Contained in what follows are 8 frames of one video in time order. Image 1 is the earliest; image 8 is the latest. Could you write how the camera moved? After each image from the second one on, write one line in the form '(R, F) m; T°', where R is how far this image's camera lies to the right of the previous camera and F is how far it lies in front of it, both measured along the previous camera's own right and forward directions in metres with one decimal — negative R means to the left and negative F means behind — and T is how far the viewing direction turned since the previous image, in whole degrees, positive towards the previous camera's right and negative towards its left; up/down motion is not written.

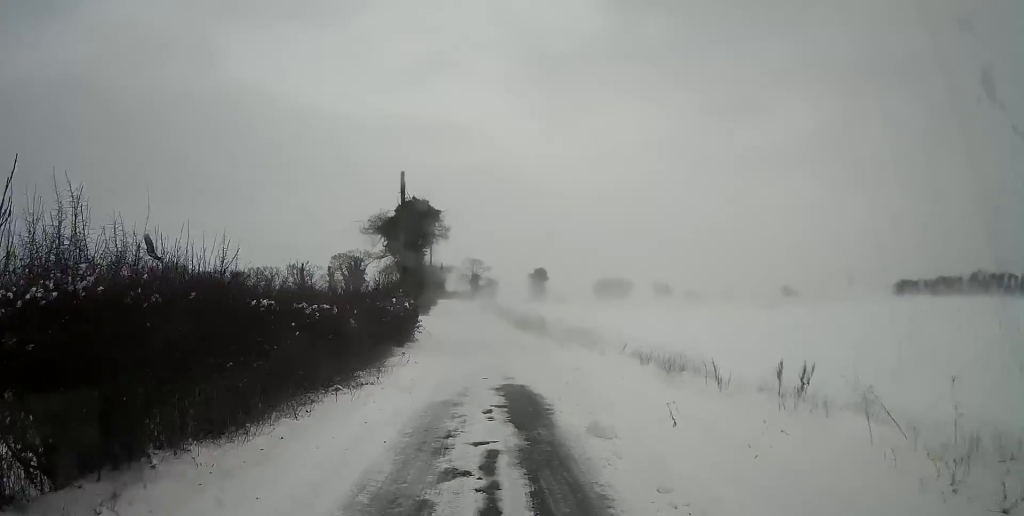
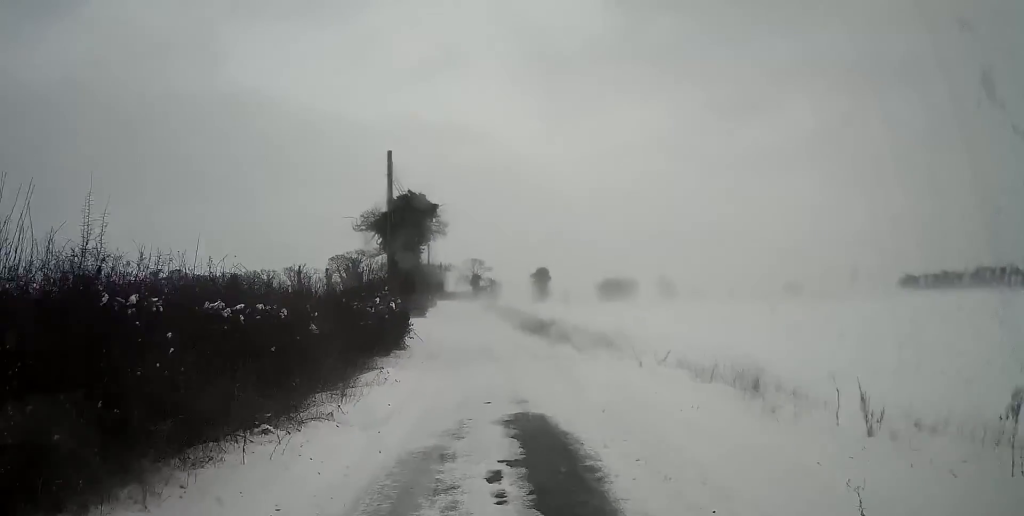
(0.0, +4.8) m; 0°
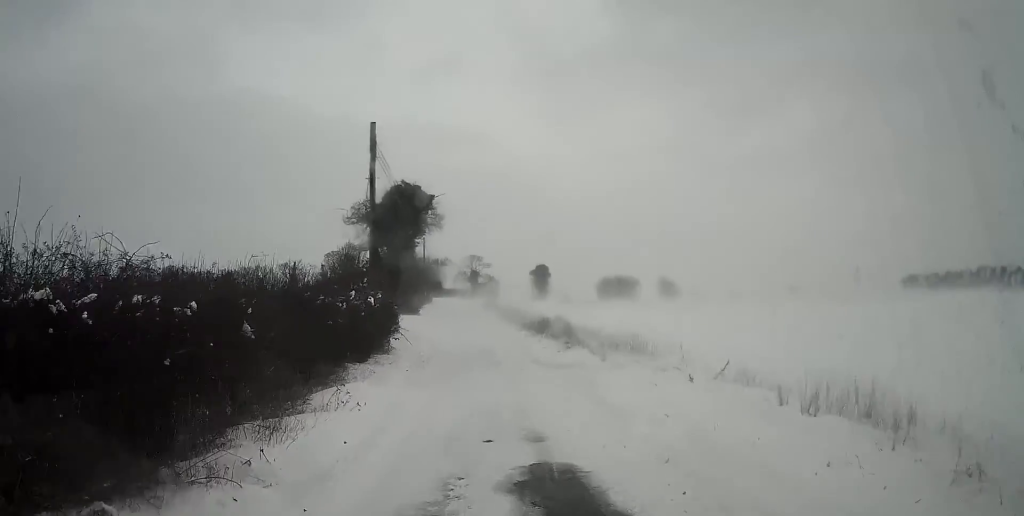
(0.0, +4.2) m; 0°
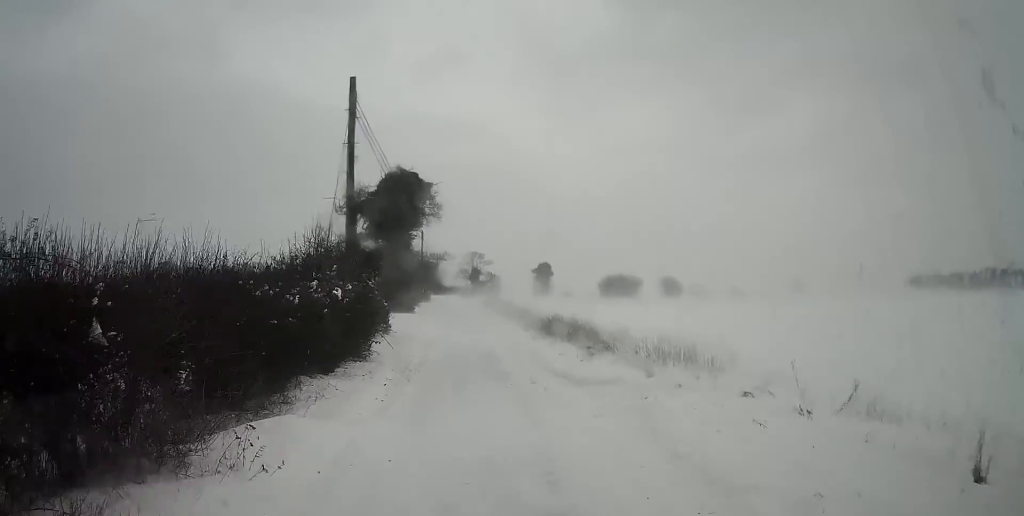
(0.0, +4.2) m; 0°
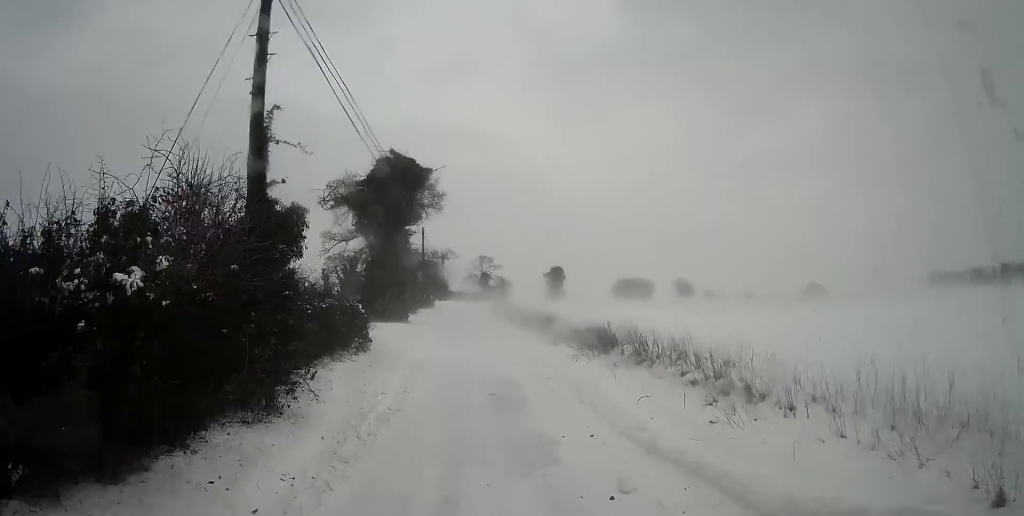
(-0.1, +8.9) m; -1°
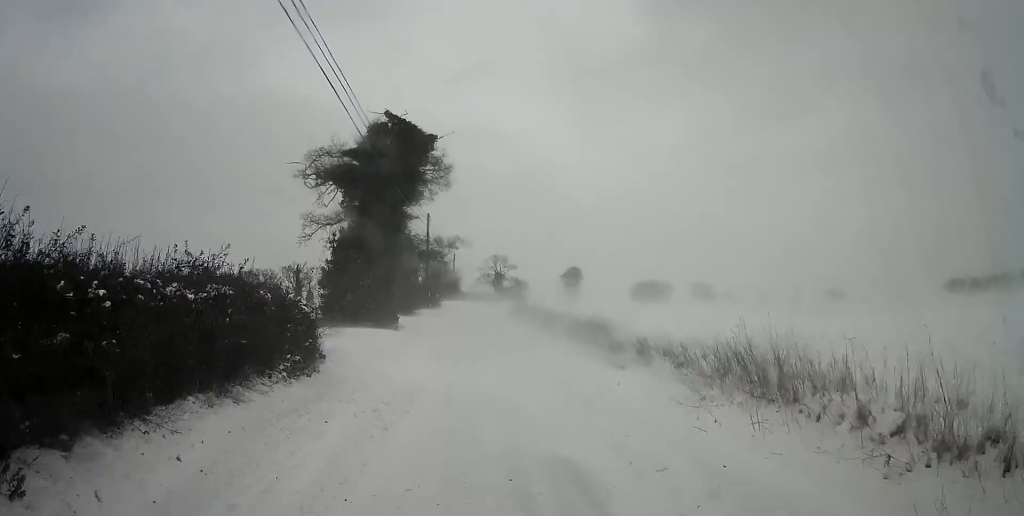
(-0.1, +9.4) m; -1°
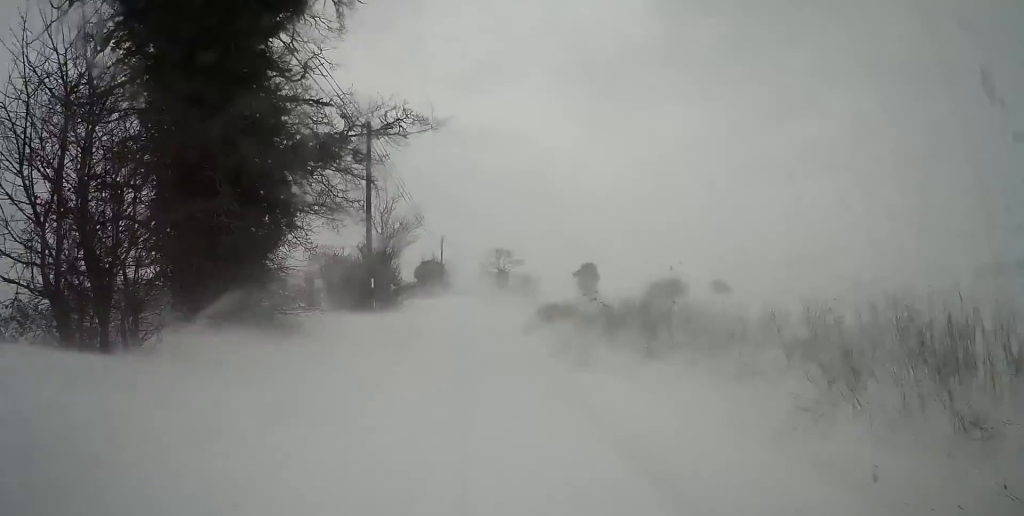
(+0.2, +25.9) m; 0°
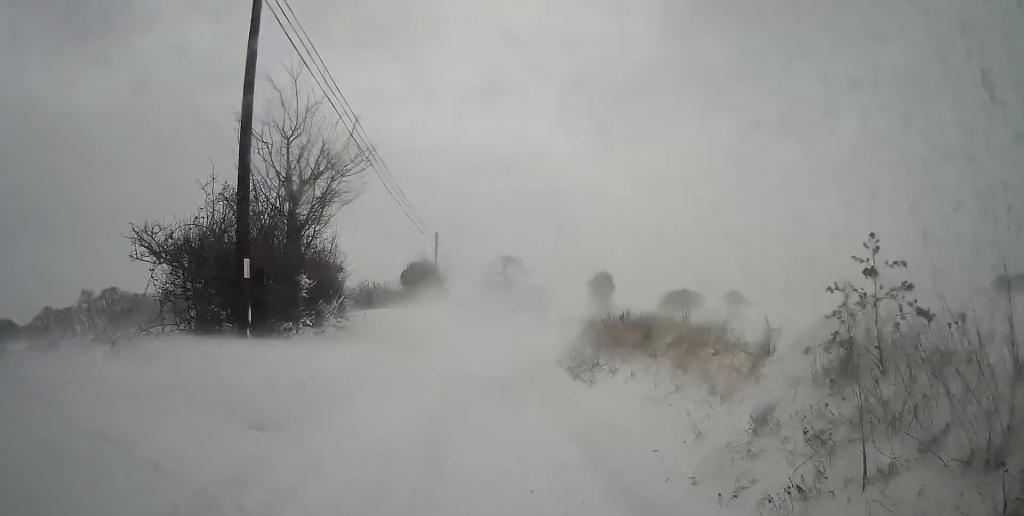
(-0.3, +13.5) m; -2°
